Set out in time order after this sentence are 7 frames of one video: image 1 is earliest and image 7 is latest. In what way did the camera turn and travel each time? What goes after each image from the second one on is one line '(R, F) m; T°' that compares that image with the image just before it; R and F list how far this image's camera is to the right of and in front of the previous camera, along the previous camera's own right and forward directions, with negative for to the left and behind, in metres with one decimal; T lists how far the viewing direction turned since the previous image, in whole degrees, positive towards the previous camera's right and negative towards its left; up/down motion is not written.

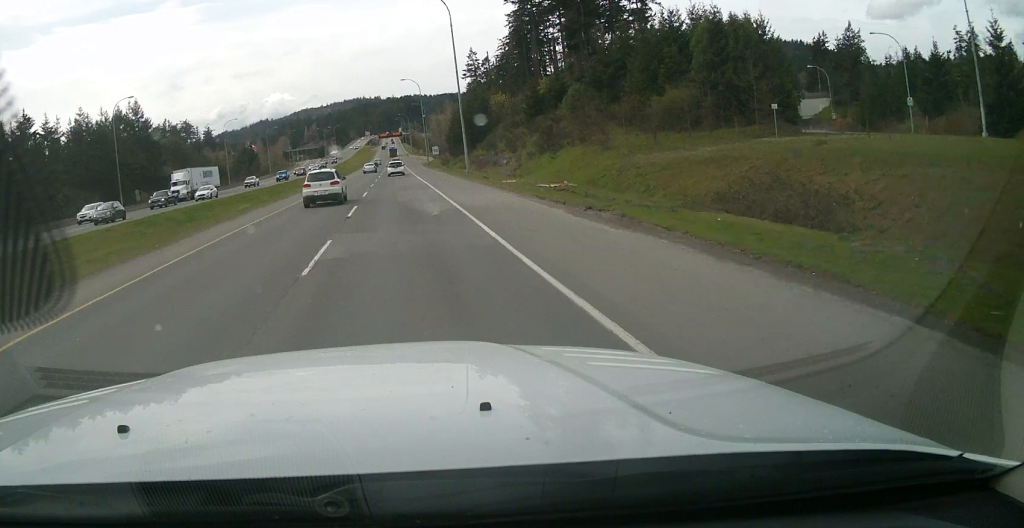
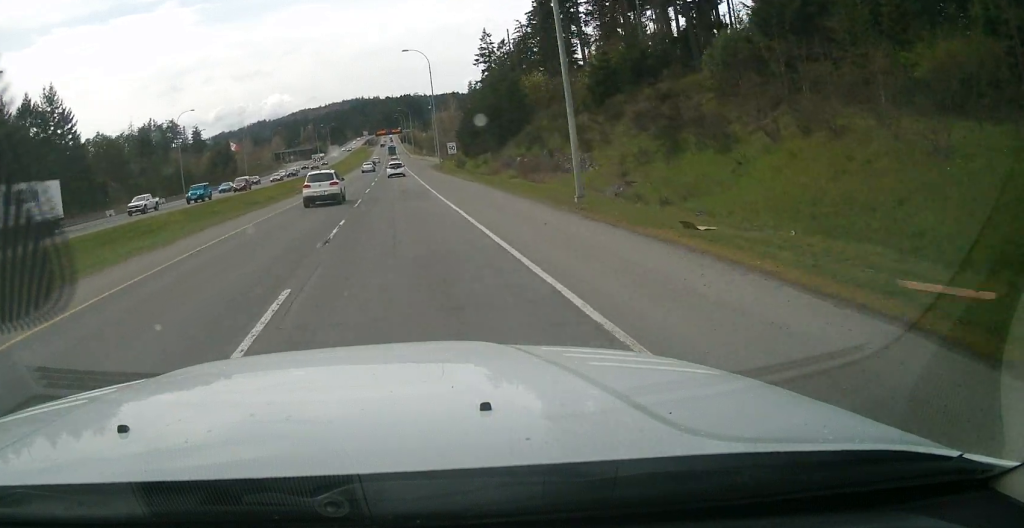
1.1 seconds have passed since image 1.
(0.0, +32.2) m; 0°
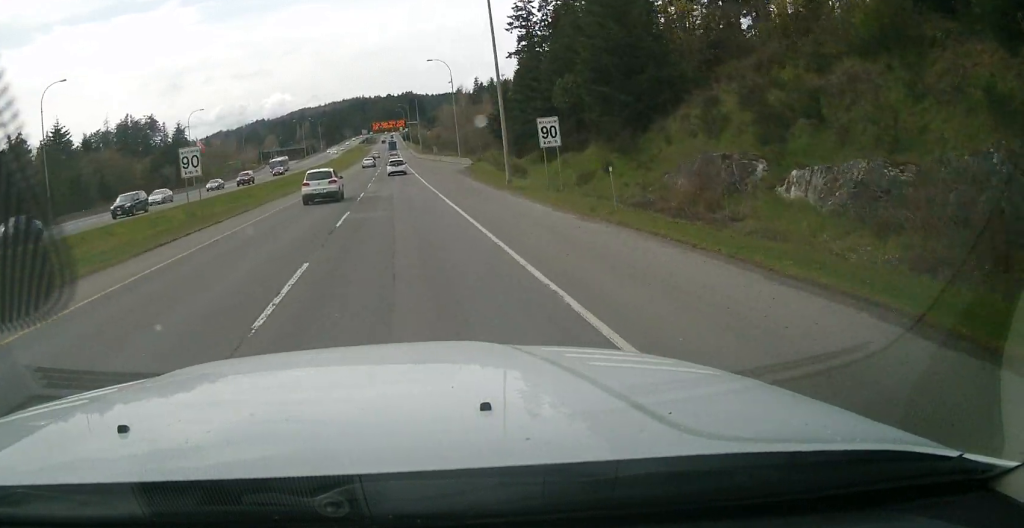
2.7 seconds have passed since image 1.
(0.0, +48.3) m; 0°
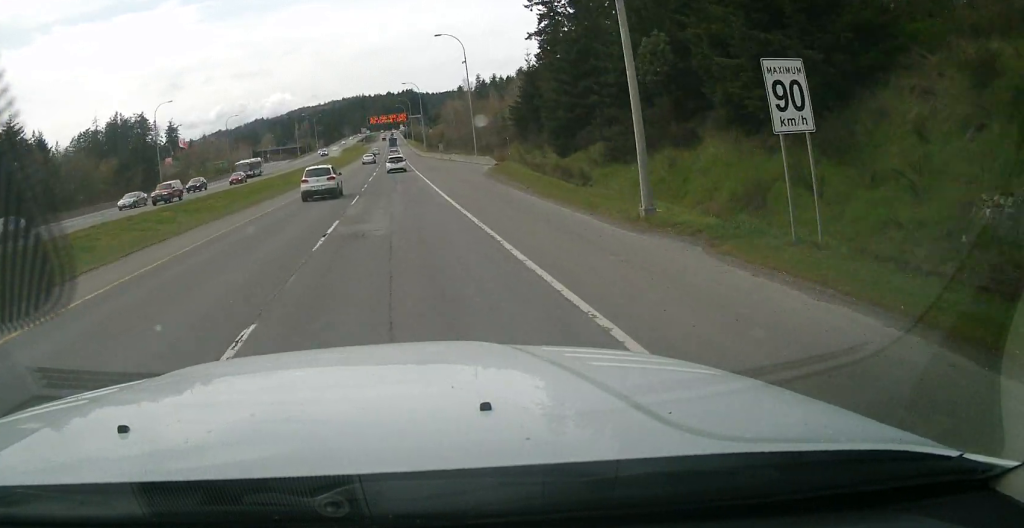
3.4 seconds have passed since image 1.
(0.0, +18.8) m; 0°
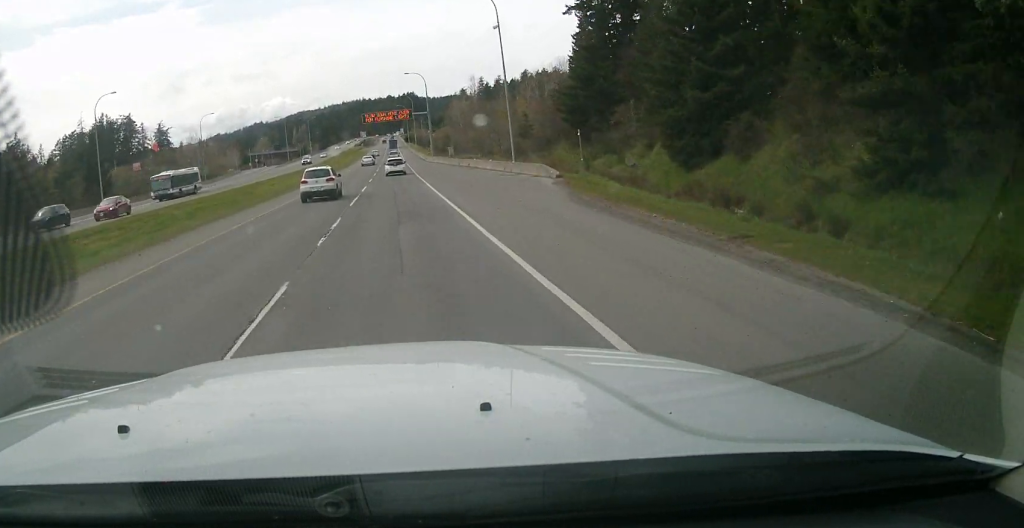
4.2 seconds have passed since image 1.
(0.0, +23.8) m; 0°
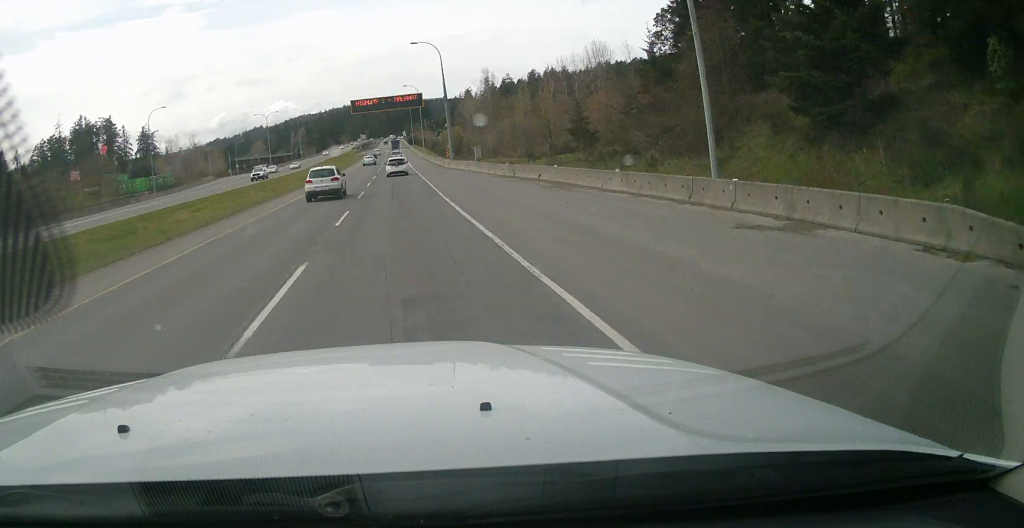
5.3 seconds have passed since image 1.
(+0.1, +33.9) m; 0°
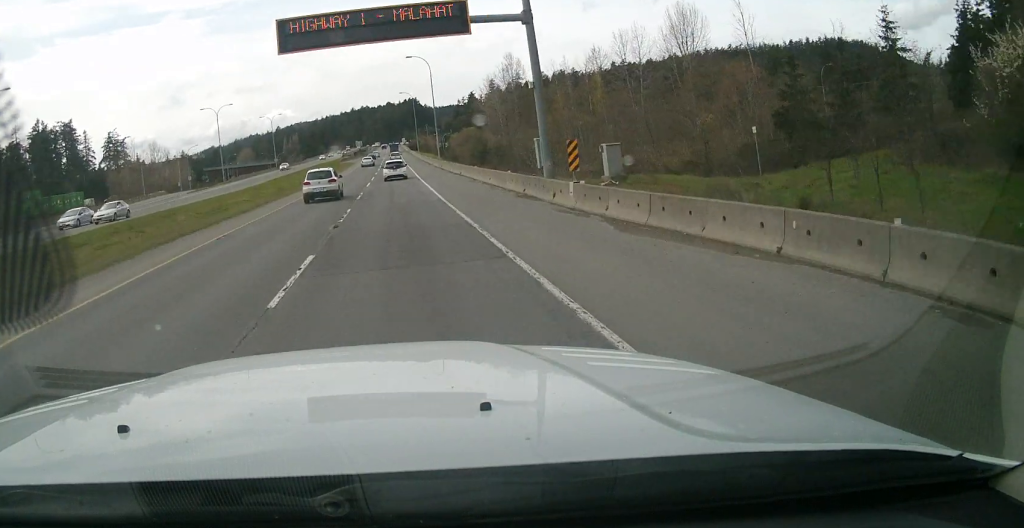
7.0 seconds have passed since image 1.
(+0.3, +54.9) m; 0°
